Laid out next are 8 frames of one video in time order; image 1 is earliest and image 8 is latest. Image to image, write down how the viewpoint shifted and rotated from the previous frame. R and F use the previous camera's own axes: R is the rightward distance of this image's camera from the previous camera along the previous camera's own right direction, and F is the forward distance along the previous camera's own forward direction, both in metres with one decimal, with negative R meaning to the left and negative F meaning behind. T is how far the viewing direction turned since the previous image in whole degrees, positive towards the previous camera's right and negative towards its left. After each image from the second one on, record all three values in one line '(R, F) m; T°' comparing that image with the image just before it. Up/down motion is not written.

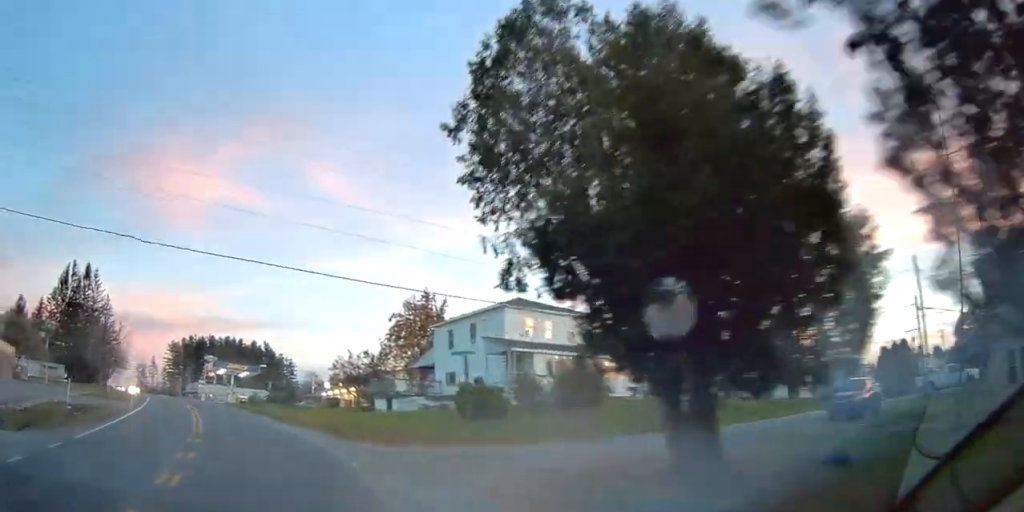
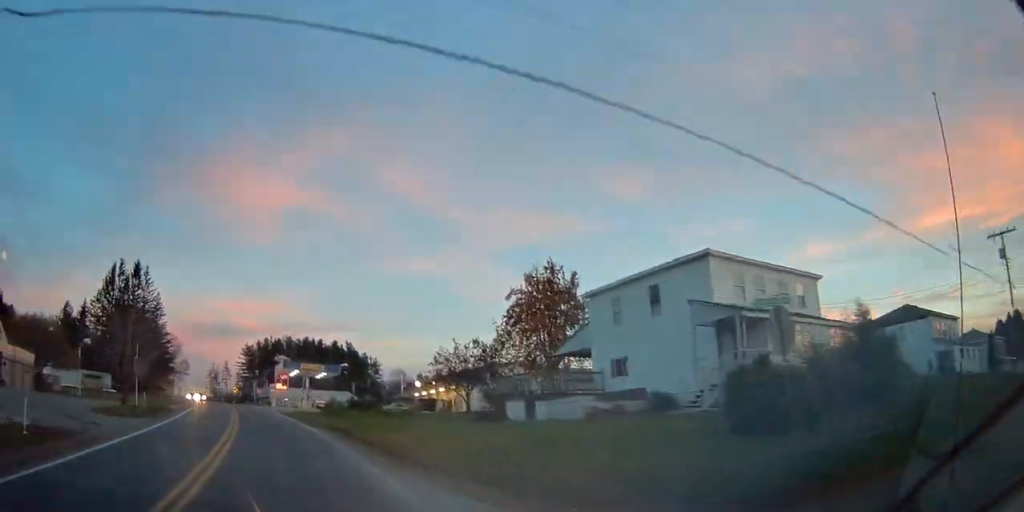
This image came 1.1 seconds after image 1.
(-1.0, +12.6) m; -8°
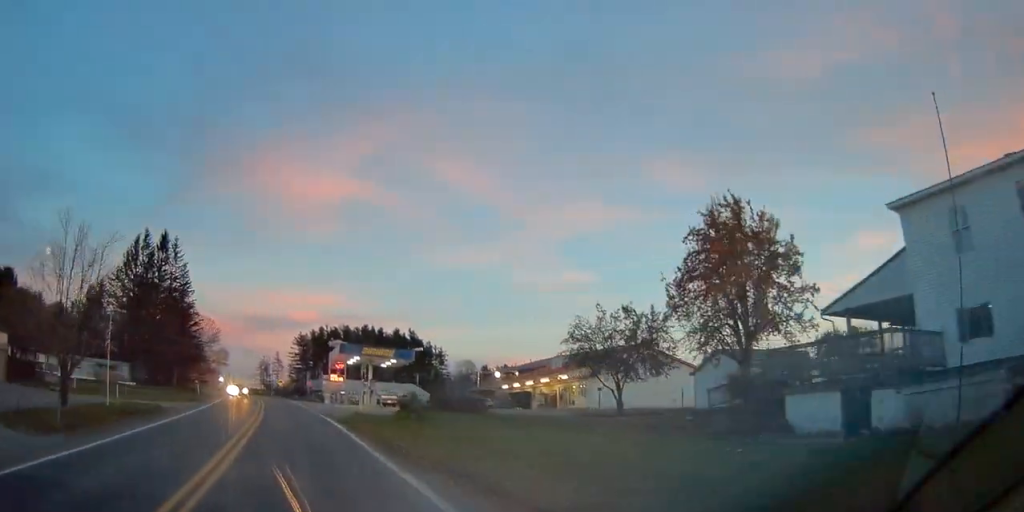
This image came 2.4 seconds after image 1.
(-1.0, +16.0) m; -7°
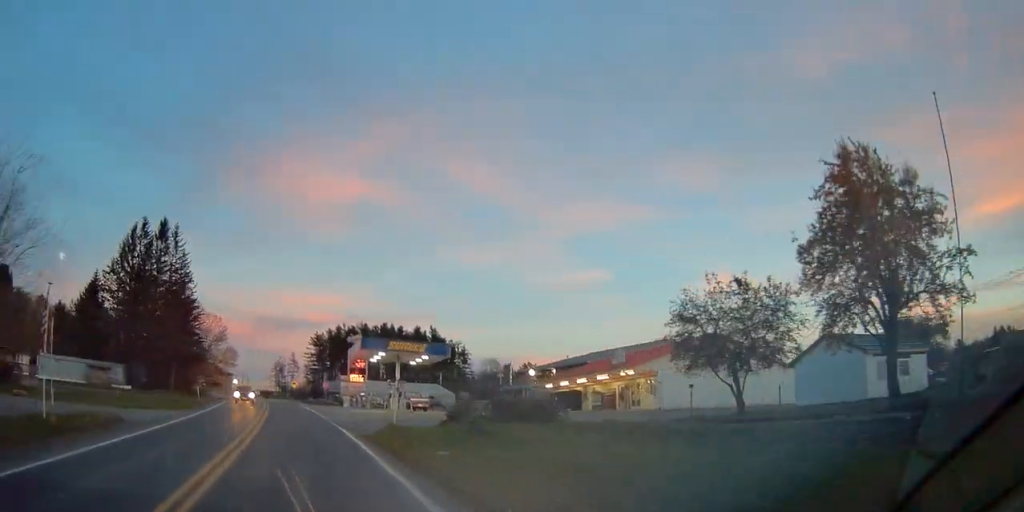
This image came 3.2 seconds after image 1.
(-0.5, +8.7) m; -3°
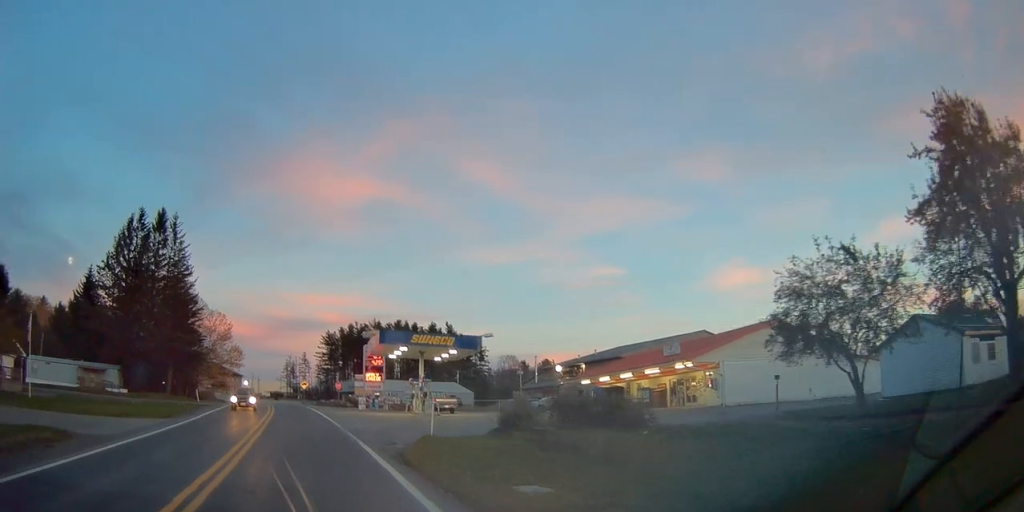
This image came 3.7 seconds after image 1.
(-0.1, +6.0) m; -1°
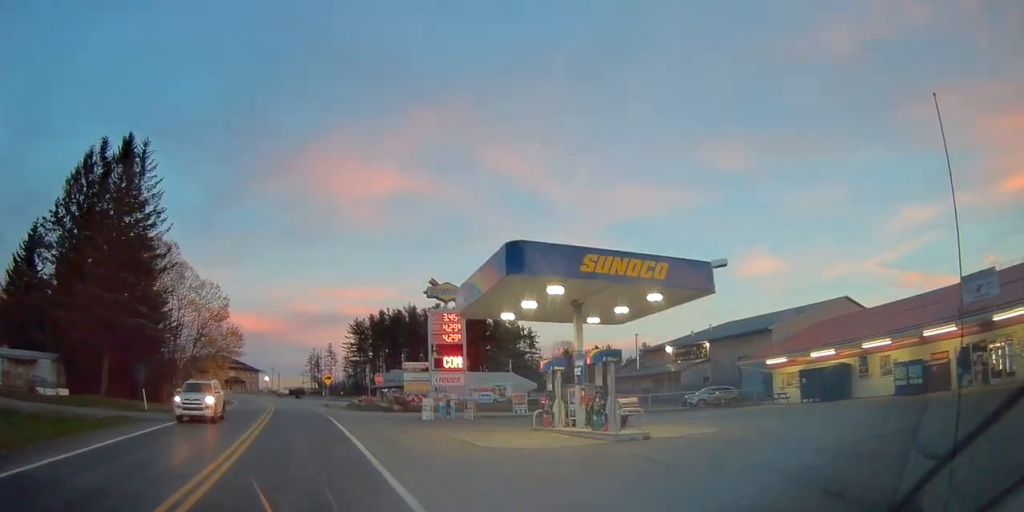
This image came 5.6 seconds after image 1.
(-0.5, +24.0) m; -3°
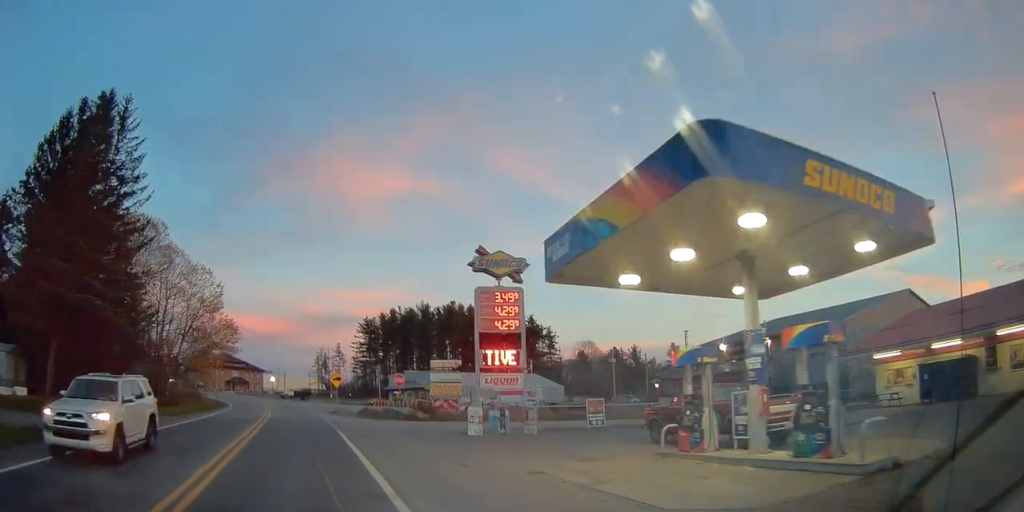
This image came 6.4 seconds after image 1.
(-0.1, +8.9) m; 0°
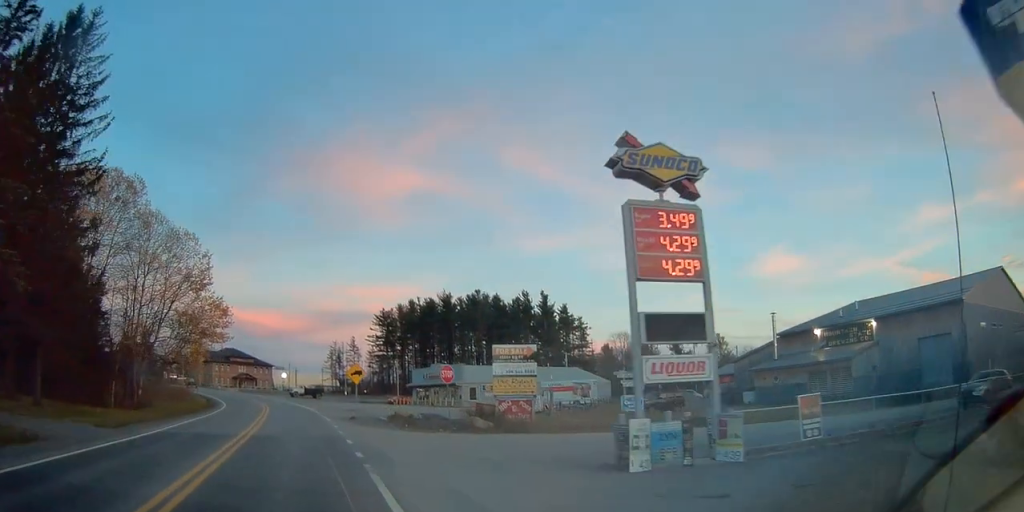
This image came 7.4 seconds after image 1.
(+0.1, +12.2) m; -2°
